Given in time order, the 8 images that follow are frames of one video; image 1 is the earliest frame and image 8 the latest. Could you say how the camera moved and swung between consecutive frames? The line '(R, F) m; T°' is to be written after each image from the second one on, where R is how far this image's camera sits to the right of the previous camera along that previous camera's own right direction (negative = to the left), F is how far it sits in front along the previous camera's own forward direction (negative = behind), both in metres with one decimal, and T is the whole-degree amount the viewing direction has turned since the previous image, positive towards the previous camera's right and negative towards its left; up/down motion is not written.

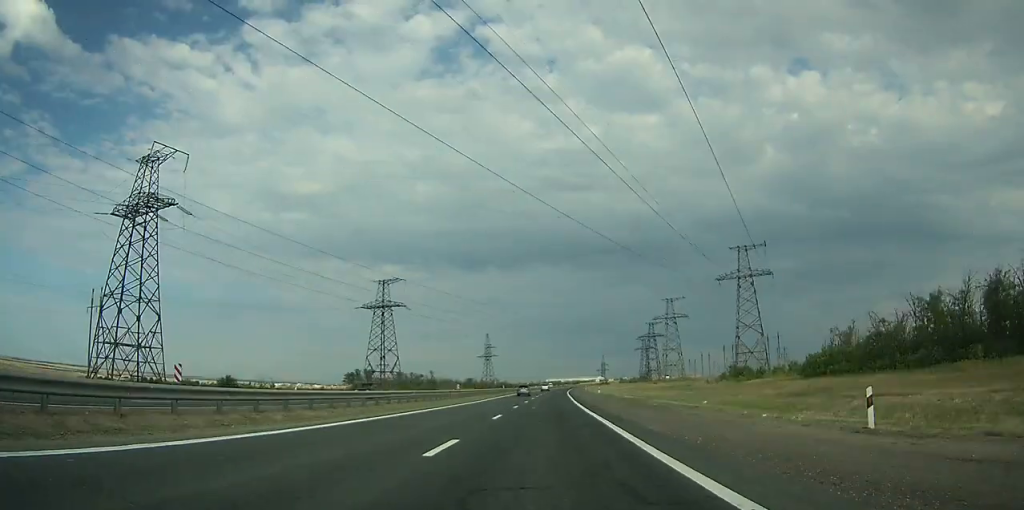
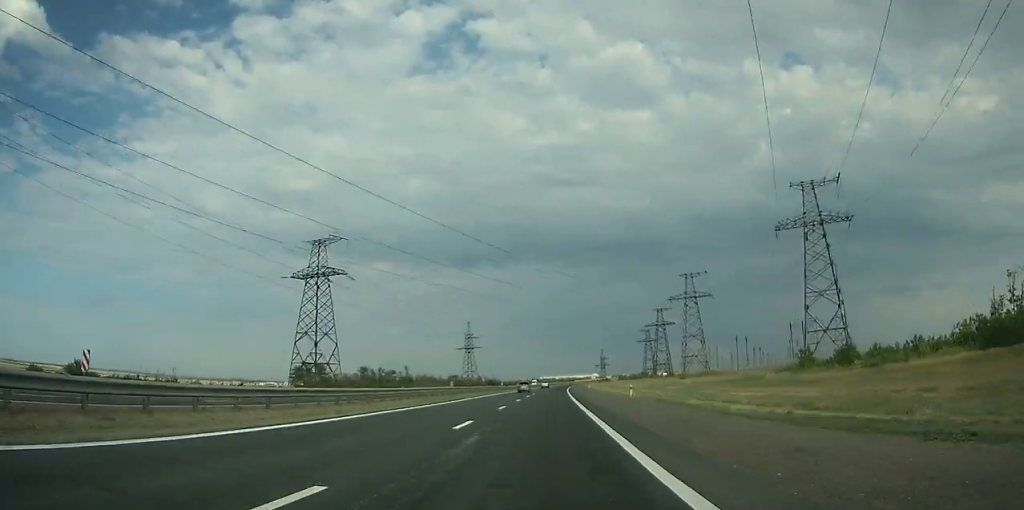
(0.0, +42.6) m; +1°
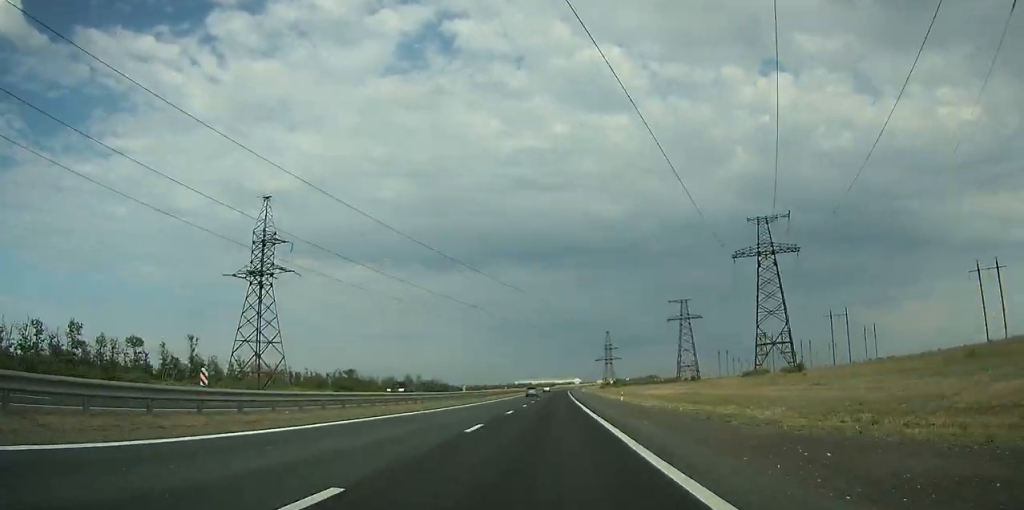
(+2.8, +153.7) m; +2°
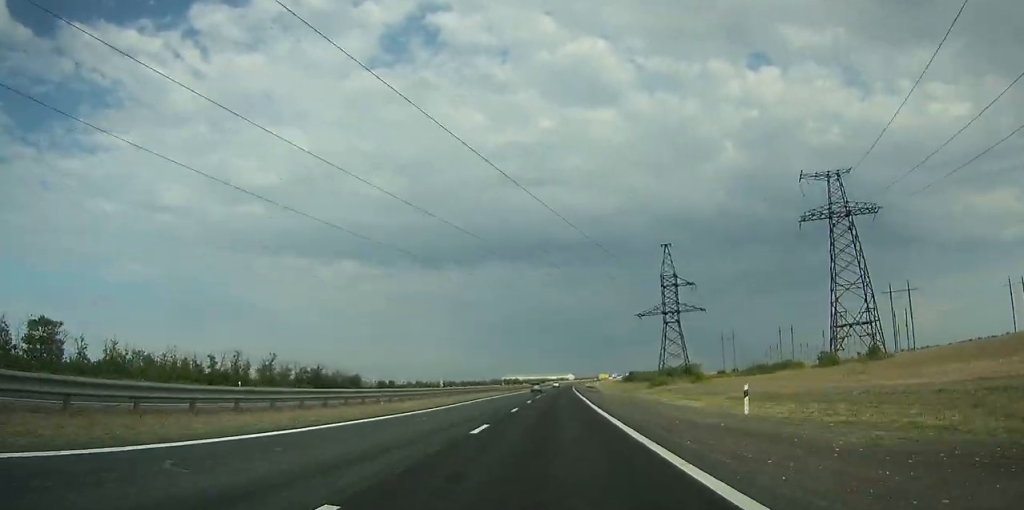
(+1.4, +130.8) m; +1°
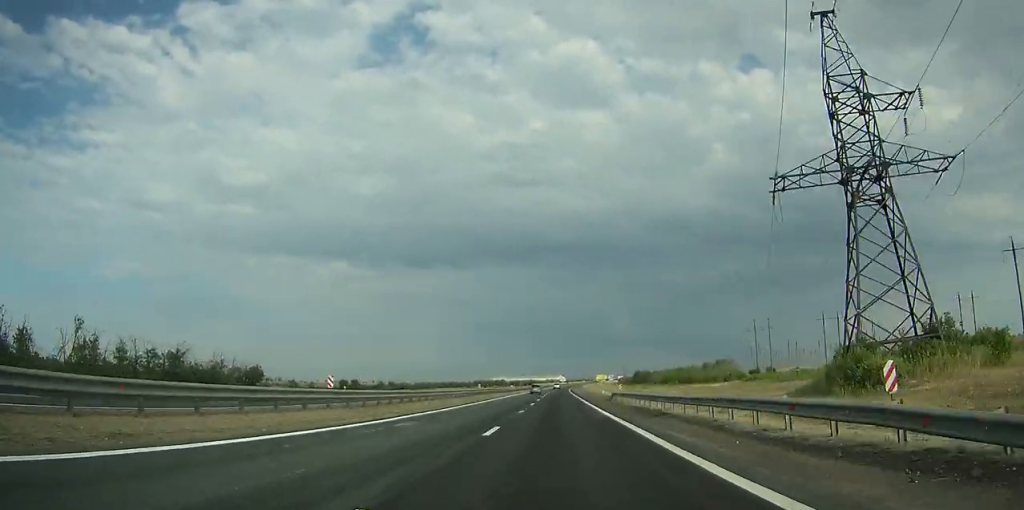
(+0.1, +61.1) m; +1°
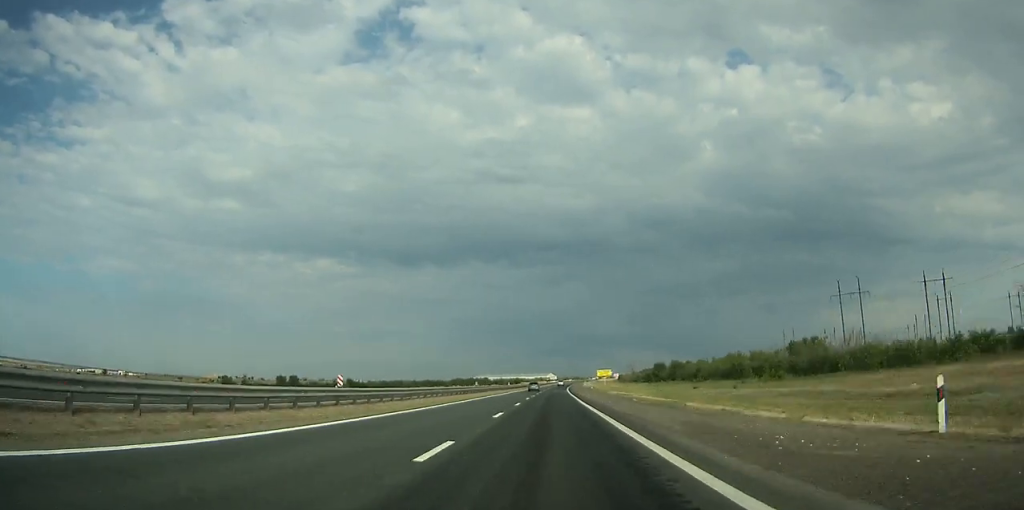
(+0.8, +78.8) m; +1°
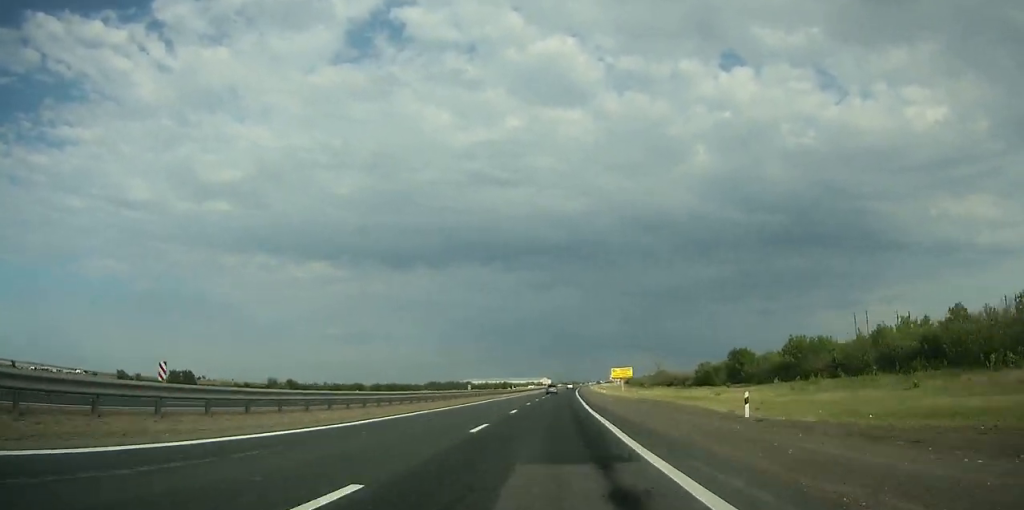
(+0.8, +89.1) m; +1°
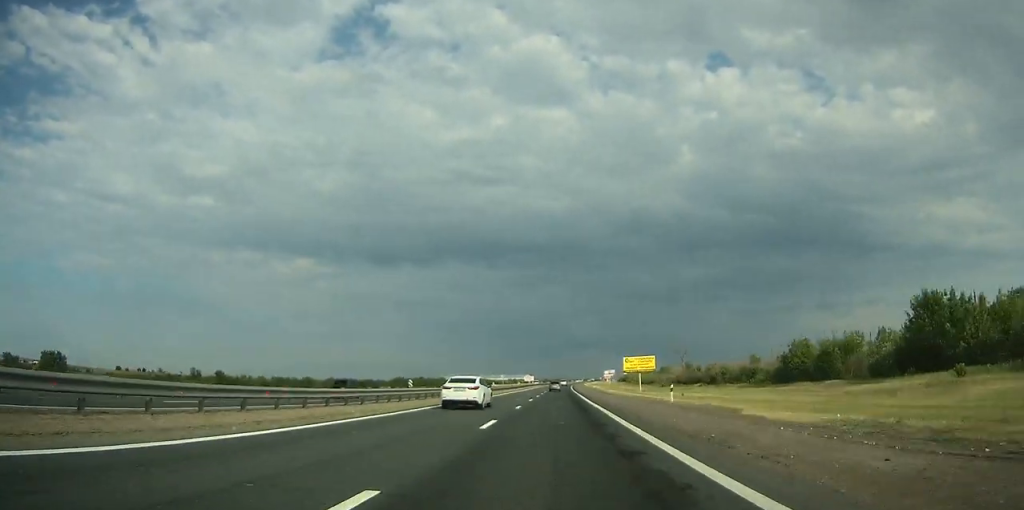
(+0.4, +59.4) m; +1°
